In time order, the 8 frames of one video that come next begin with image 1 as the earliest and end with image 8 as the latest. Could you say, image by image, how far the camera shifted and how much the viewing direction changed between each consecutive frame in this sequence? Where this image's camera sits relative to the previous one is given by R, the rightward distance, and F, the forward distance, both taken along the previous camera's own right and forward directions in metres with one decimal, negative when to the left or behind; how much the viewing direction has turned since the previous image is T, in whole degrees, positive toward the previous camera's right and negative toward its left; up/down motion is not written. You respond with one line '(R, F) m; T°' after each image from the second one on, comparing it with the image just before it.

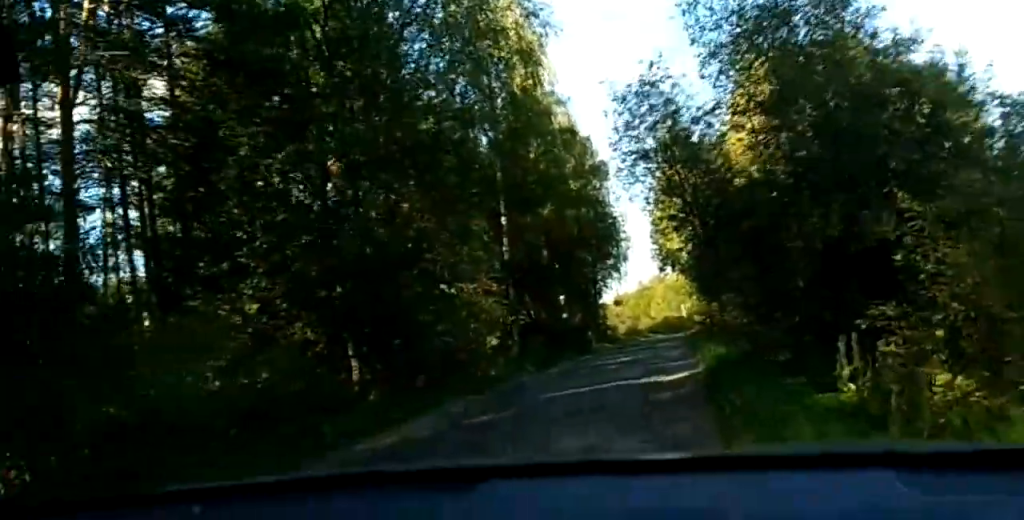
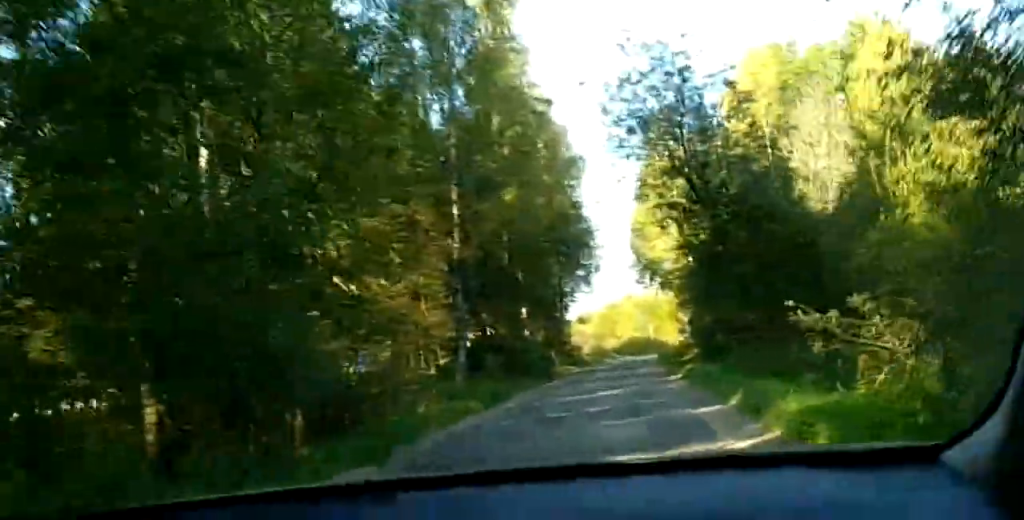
(+0.1, +9.4) m; -1°
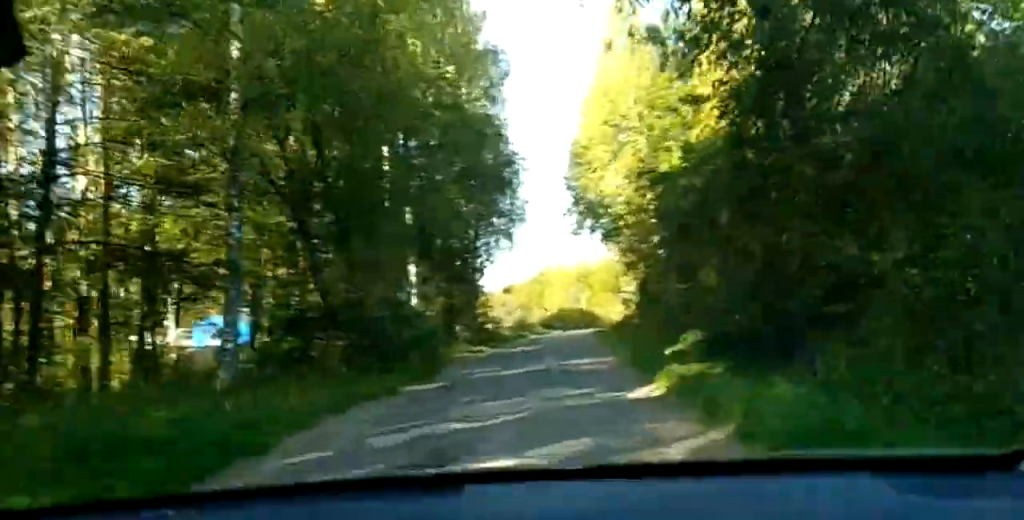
(-0.4, +14.3) m; -1°
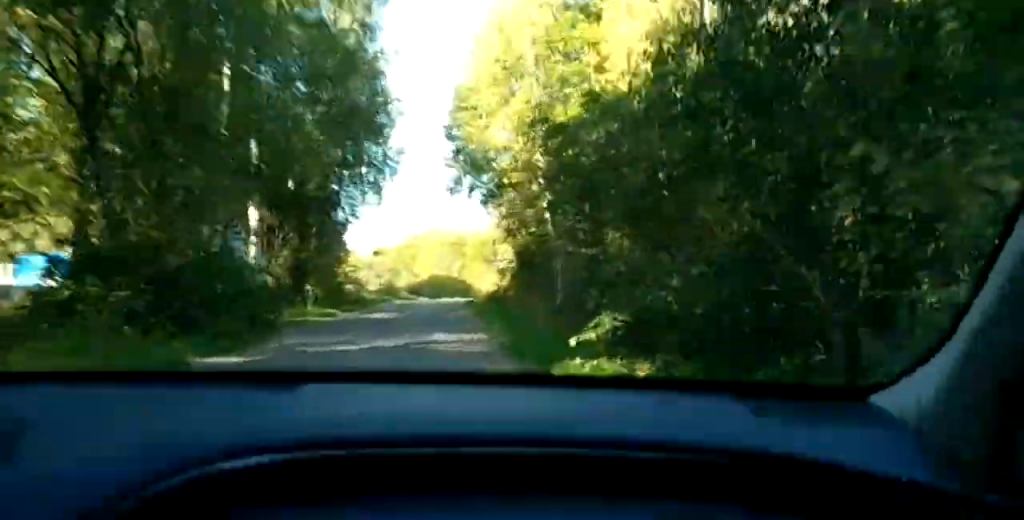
(0.0, +4.6) m; 0°
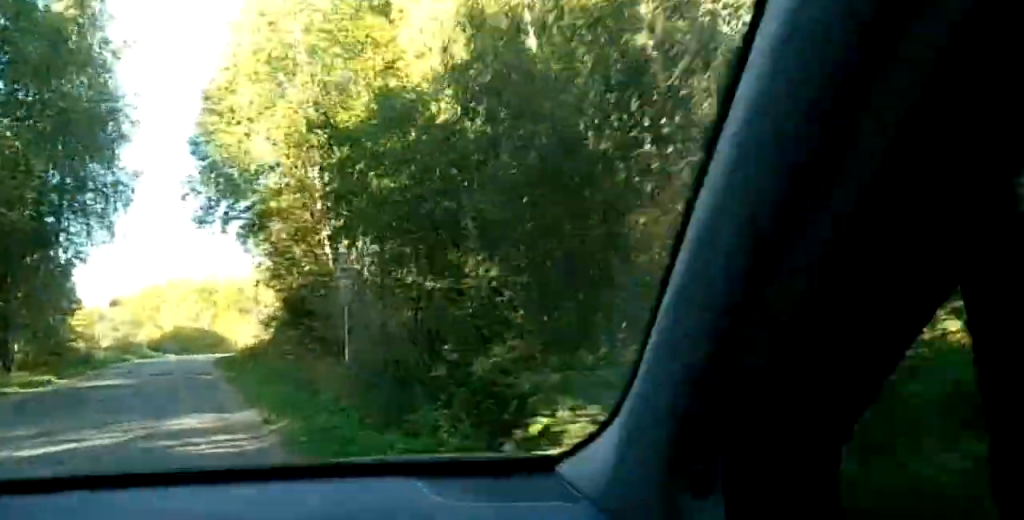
(0.0, +5.0) m; 0°
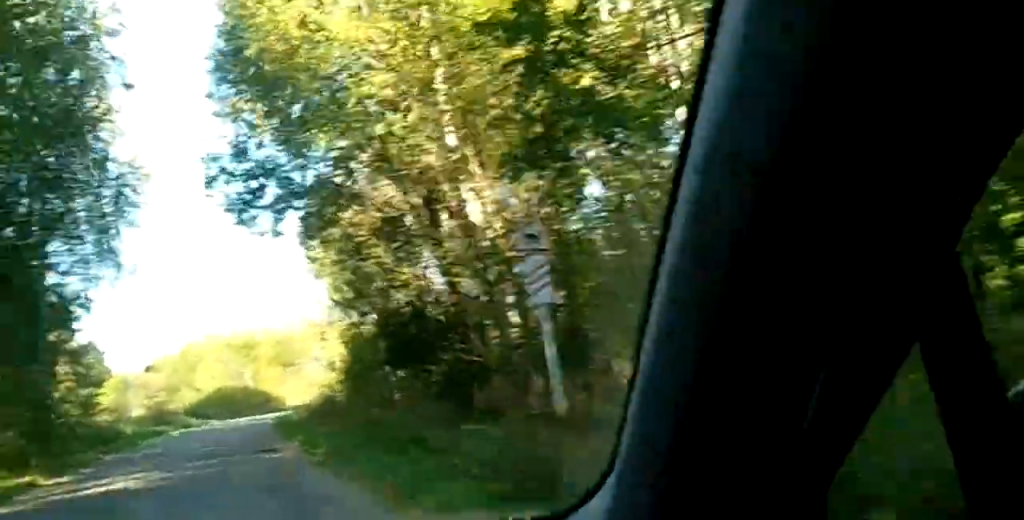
(+0.1, +12.1) m; +1°
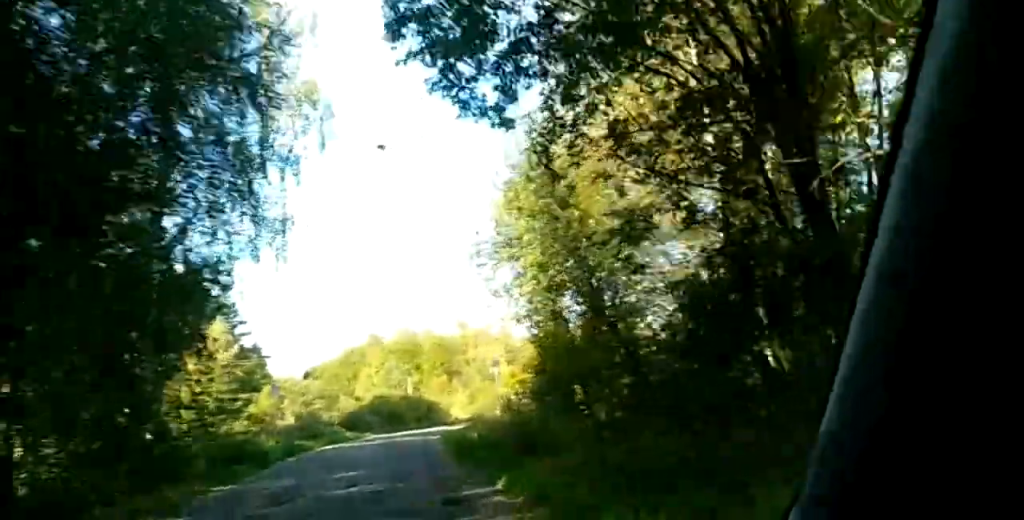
(0.0, +11.4) m; 0°
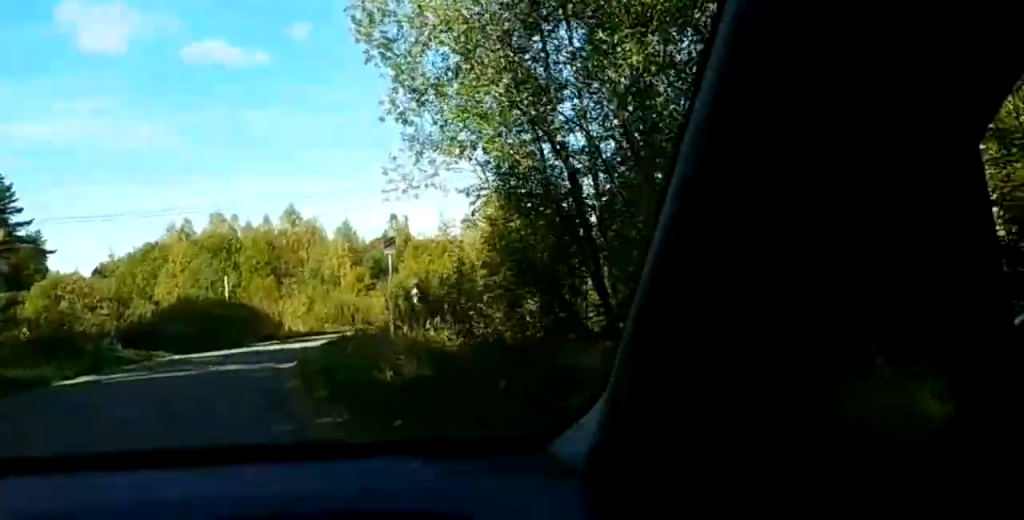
(0.0, +20.2) m; 0°
